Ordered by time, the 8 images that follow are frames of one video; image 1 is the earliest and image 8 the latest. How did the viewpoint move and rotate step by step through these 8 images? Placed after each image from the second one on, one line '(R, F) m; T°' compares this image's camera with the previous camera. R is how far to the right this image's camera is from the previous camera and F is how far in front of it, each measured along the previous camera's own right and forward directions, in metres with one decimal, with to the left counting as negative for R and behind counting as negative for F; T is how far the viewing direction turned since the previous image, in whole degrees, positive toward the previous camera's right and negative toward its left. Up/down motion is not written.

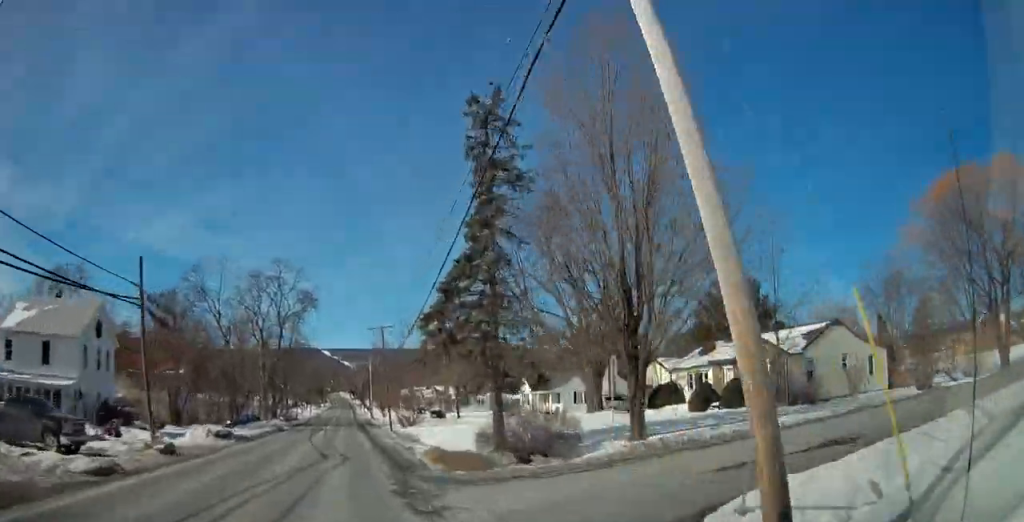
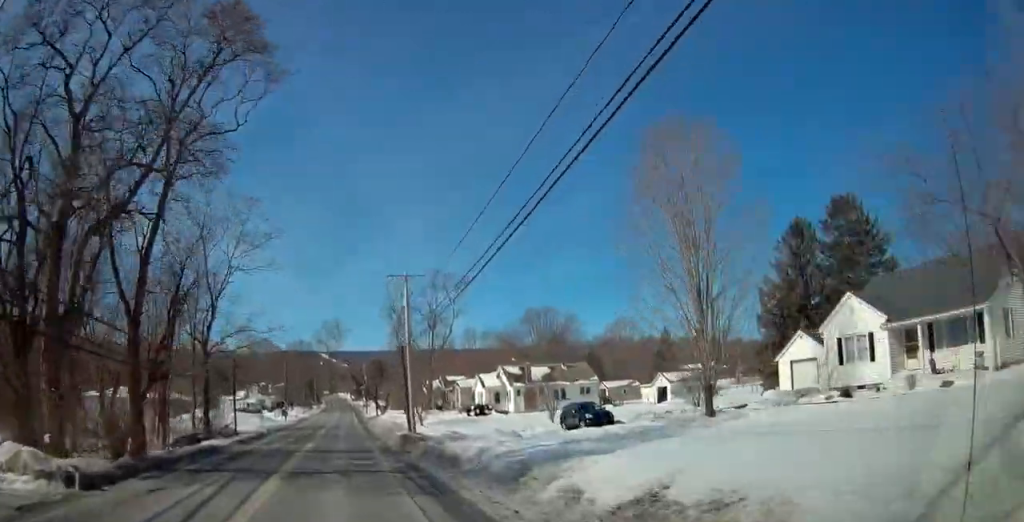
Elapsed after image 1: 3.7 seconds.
(-1.8, +53.6) m; -1°
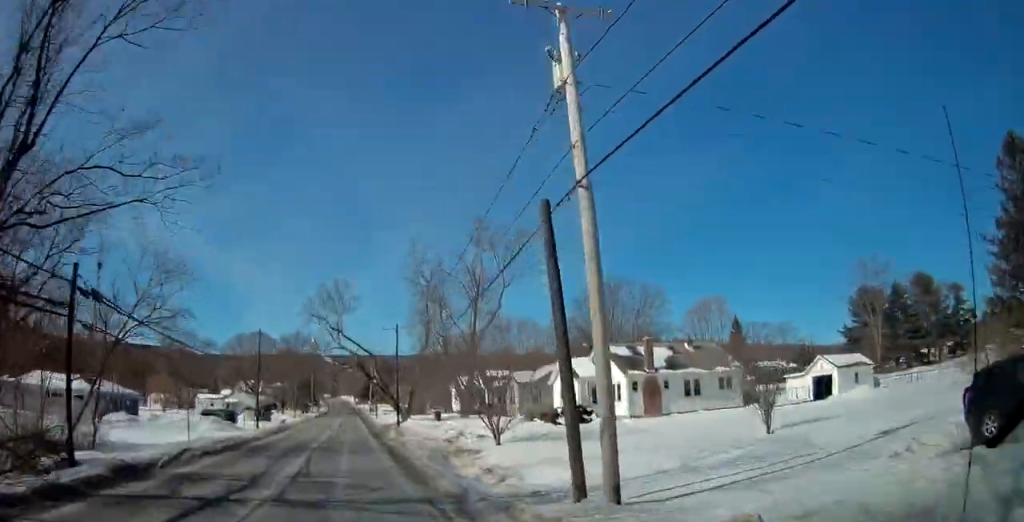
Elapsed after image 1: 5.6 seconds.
(0.0, +26.8) m; +1°
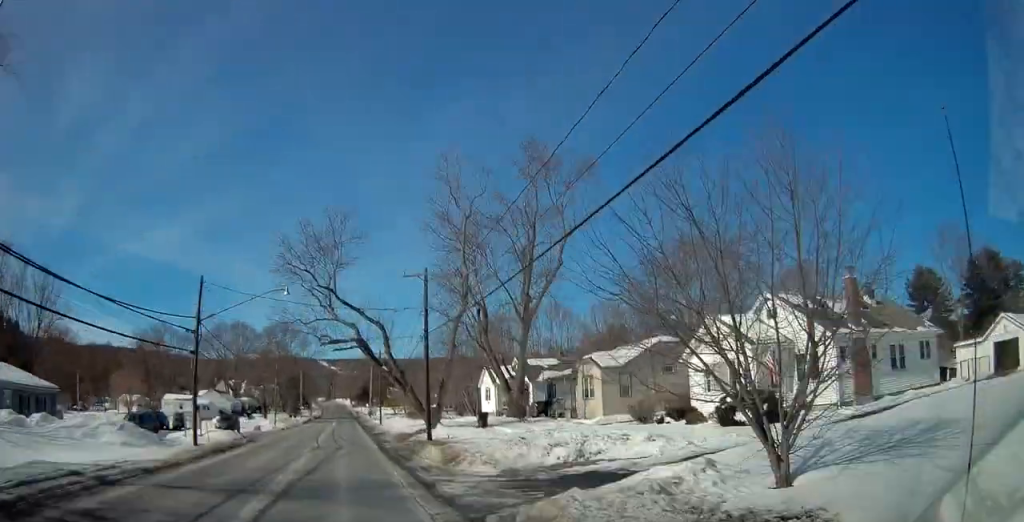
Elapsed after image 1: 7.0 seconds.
(+0.2, +19.9) m; 0°
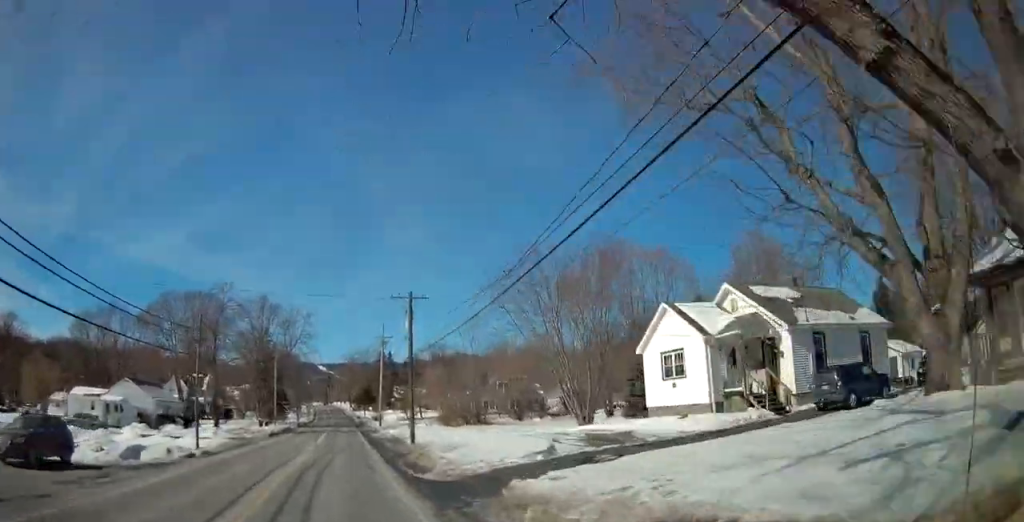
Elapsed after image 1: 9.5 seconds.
(-0.1, +35.7) m; 0°
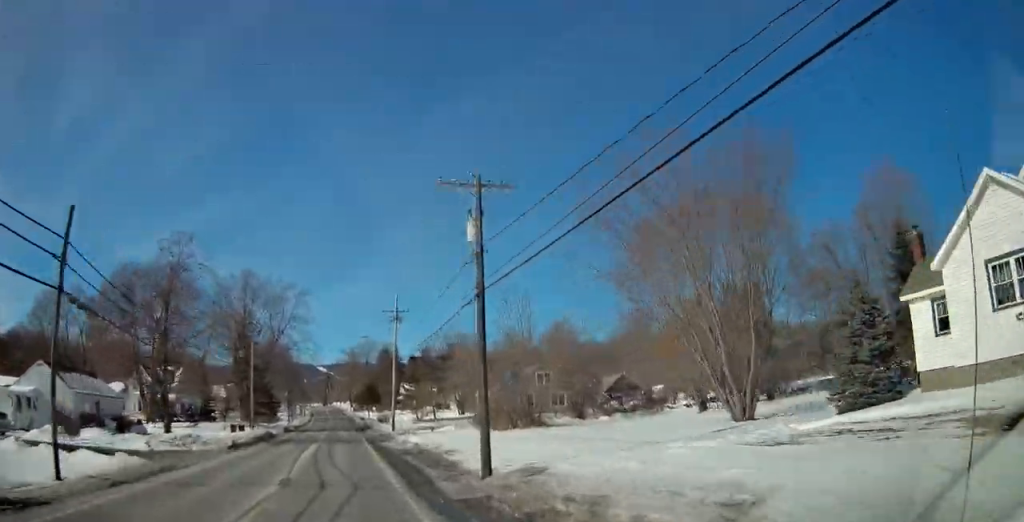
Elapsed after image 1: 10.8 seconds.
(+0.1, +17.7) m; 0°
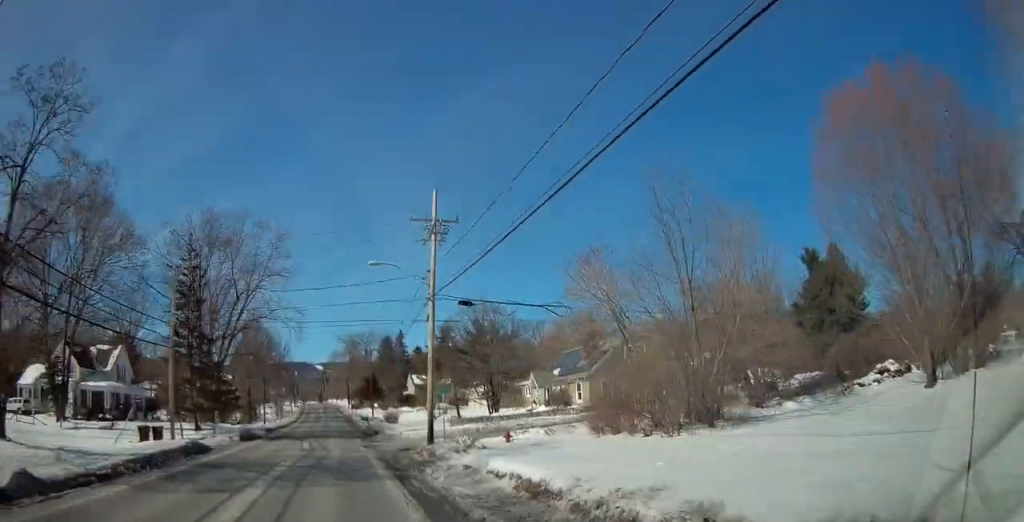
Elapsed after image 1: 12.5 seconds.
(+0.2, +23.3) m; 0°
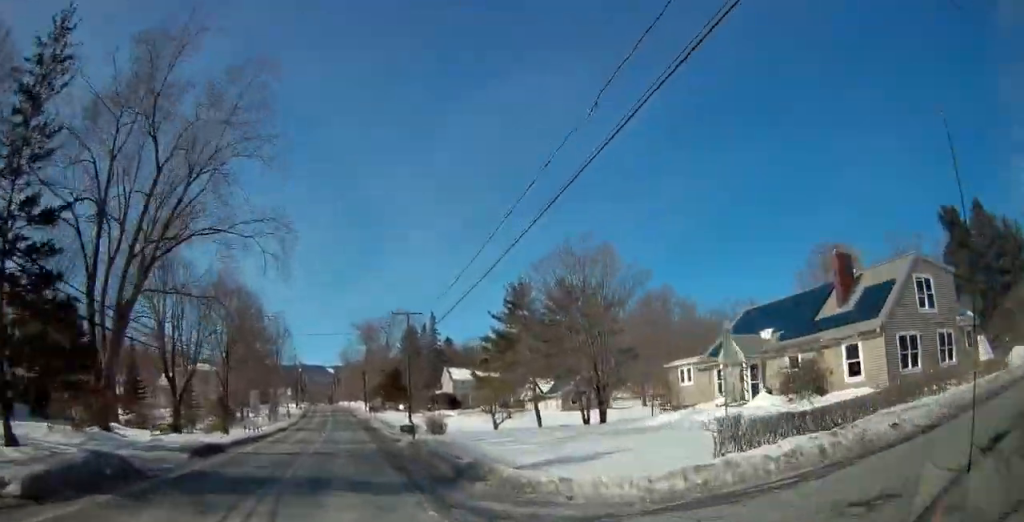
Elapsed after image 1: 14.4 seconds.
(-0.1, +26.9) m; -1°
